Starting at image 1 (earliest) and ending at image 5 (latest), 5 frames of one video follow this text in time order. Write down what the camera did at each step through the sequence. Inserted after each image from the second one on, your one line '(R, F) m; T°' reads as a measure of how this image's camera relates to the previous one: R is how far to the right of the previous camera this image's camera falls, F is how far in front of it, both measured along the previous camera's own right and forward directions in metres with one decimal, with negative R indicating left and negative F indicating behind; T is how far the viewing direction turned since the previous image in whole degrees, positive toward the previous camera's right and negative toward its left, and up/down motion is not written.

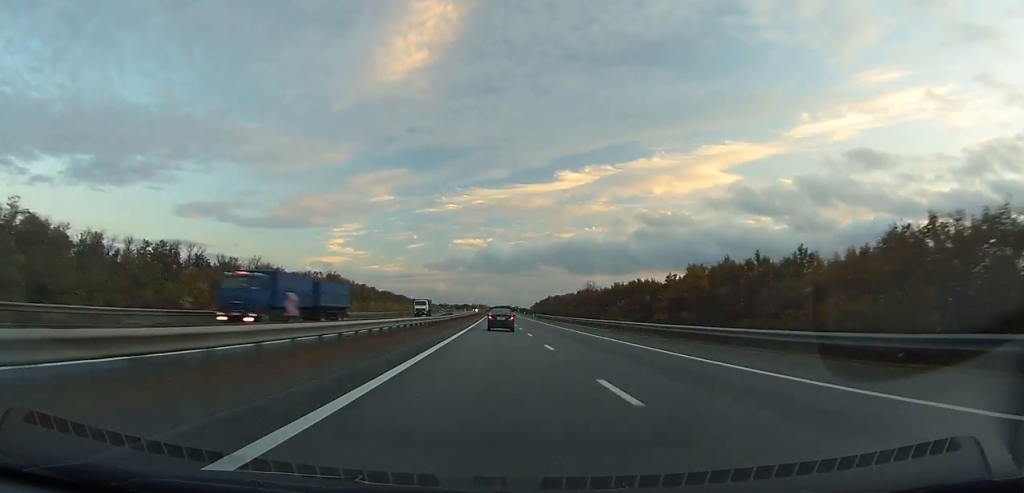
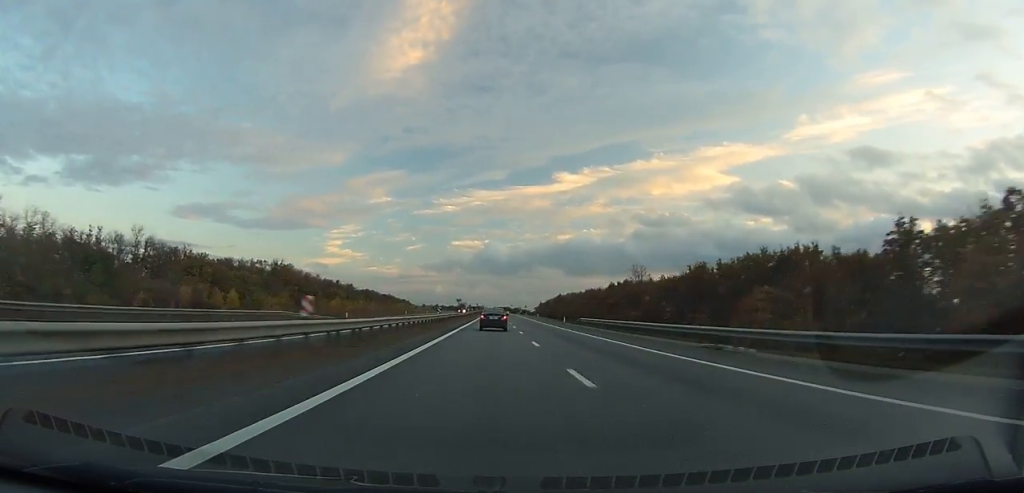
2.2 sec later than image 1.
(+0.1, +71.6) m; 0°
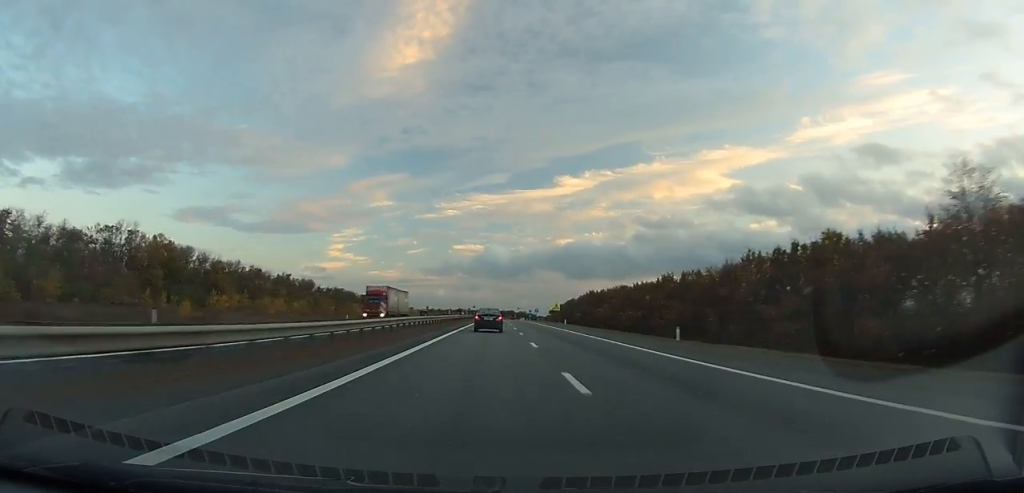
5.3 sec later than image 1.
(0.0, +97.9) m; 0°
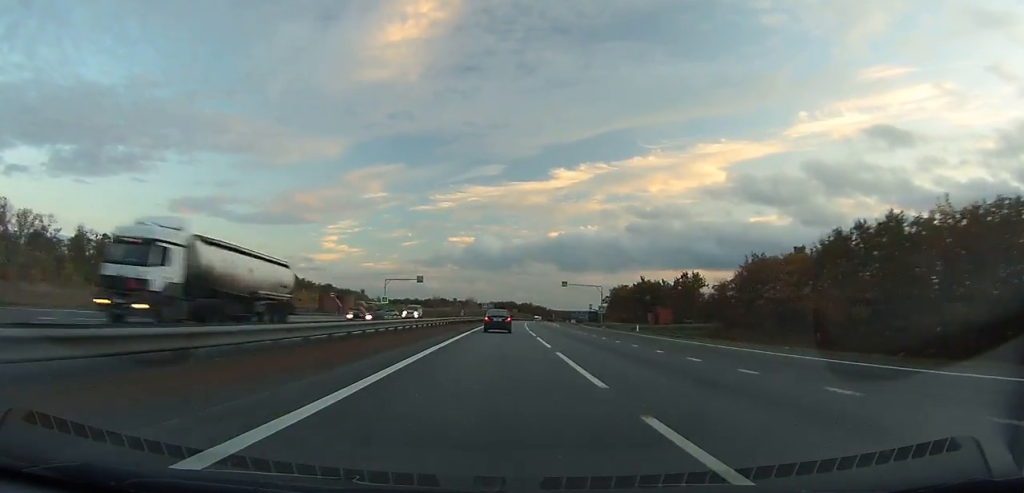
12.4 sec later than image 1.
(-0.8, +215.8) m; 0°
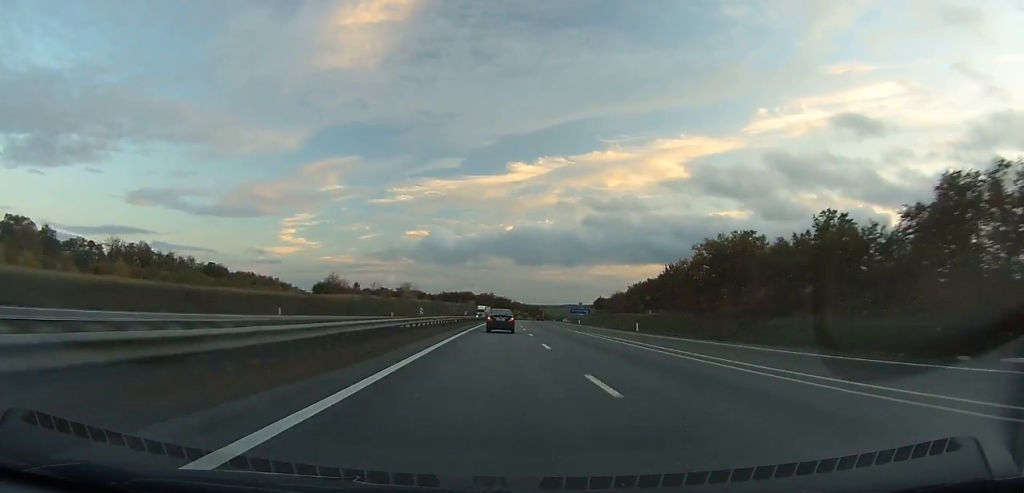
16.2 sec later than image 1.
(+2.1, +119.4) m; +3°
